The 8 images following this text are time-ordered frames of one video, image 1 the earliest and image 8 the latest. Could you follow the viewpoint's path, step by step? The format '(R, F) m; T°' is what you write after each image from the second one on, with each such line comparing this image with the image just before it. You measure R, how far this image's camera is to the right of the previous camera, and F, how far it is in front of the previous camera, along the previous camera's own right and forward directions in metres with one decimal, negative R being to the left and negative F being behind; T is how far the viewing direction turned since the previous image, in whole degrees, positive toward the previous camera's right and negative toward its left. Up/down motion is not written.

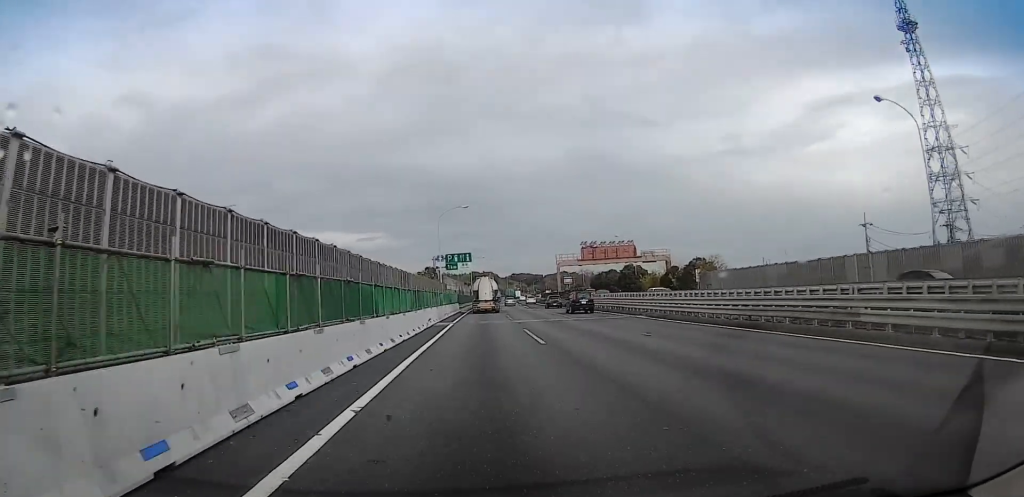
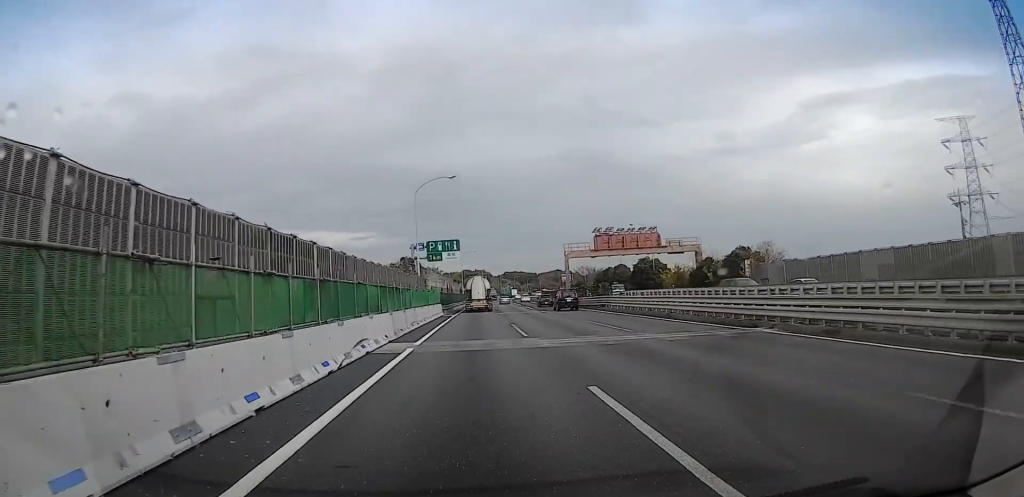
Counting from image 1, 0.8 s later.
(+0.5, +16.8) m; +2°
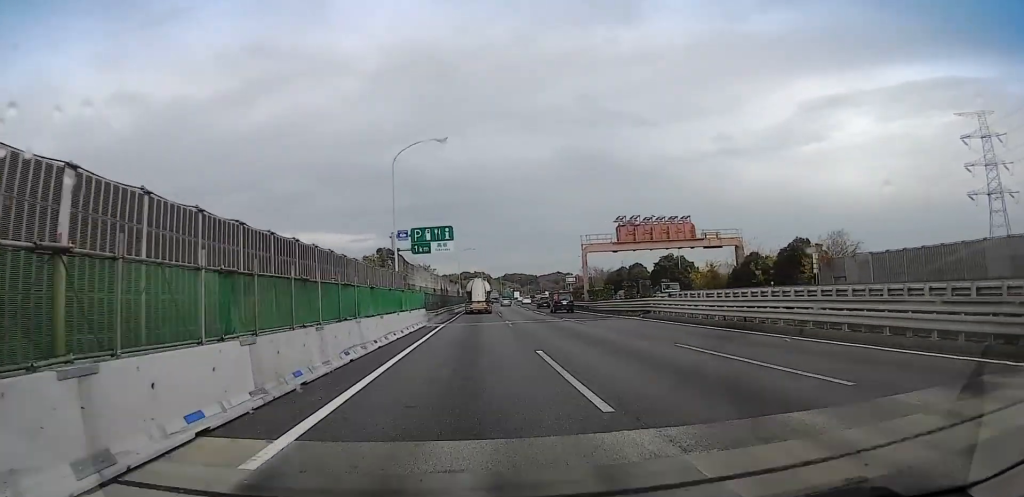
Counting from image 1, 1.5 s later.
(0.0, +13.6) m; 0°
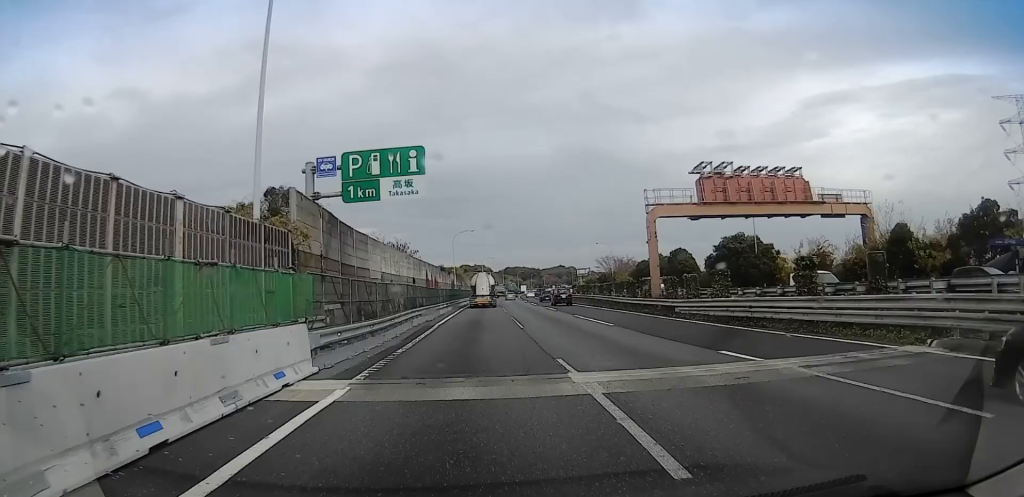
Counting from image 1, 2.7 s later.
(+0.2, +24.6) m; +2°
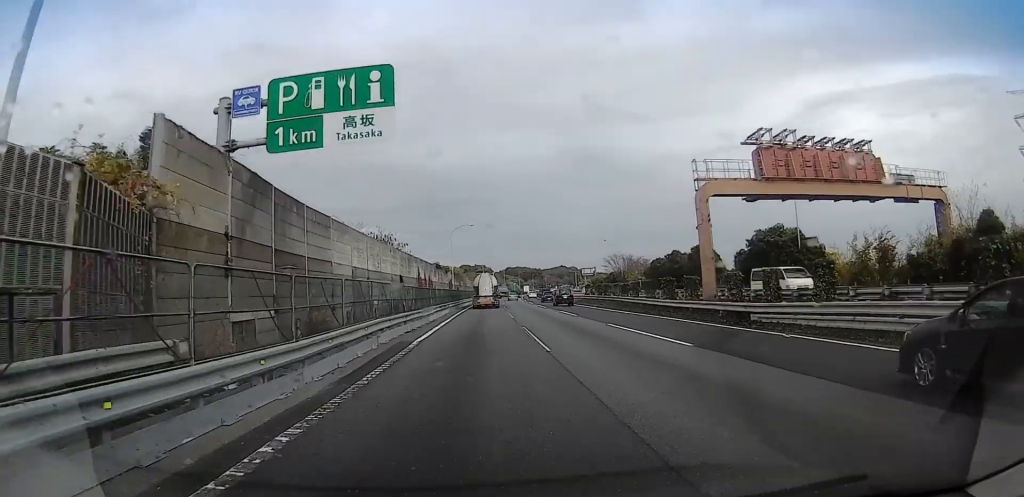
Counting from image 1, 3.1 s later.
(+0.2, +9.1) m; +1°
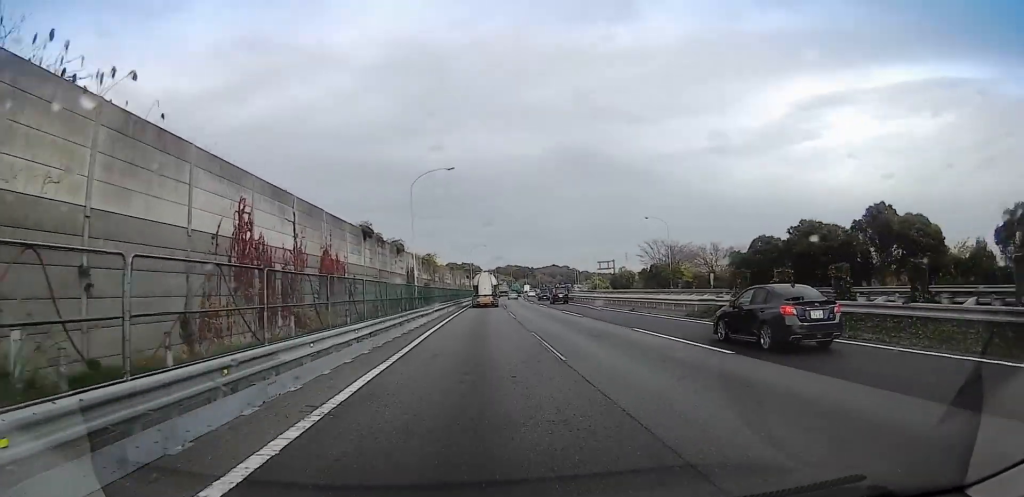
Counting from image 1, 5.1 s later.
(-0.2, +41.5) m; -2°
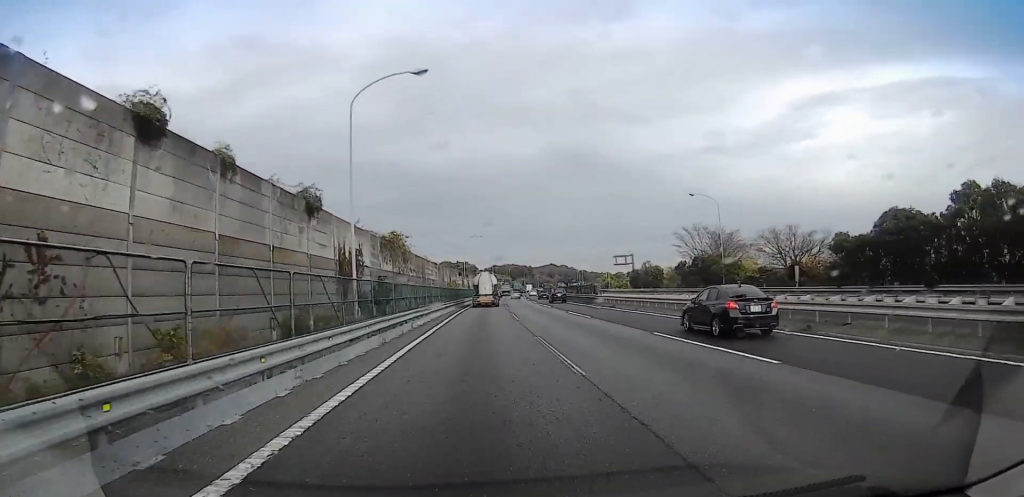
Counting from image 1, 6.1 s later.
(-0.3, +22.2) m; -1°
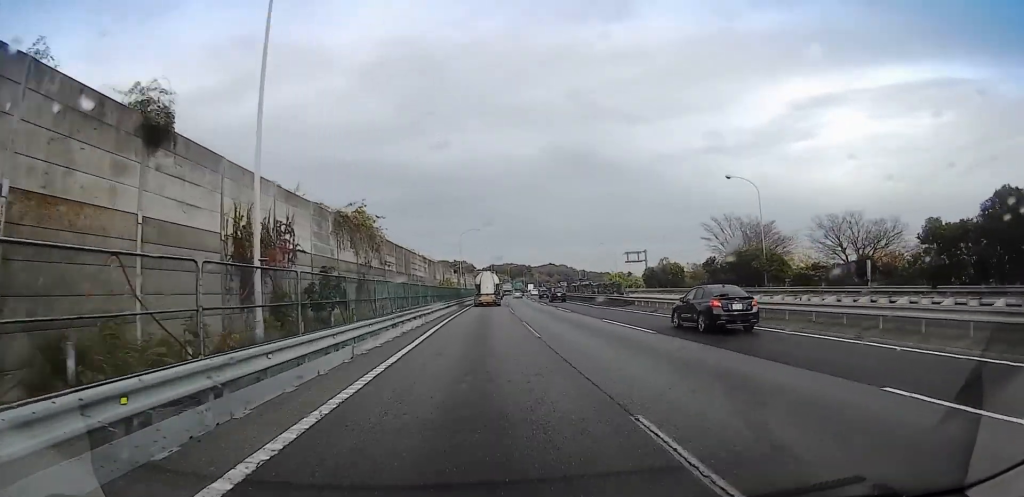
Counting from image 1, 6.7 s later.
(0.0, +11.5) m; 0°
